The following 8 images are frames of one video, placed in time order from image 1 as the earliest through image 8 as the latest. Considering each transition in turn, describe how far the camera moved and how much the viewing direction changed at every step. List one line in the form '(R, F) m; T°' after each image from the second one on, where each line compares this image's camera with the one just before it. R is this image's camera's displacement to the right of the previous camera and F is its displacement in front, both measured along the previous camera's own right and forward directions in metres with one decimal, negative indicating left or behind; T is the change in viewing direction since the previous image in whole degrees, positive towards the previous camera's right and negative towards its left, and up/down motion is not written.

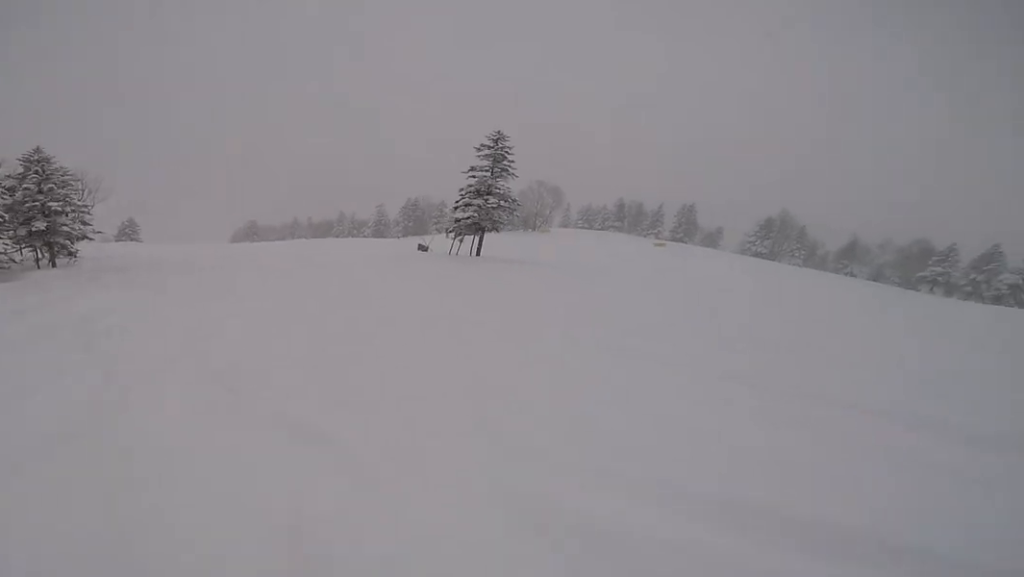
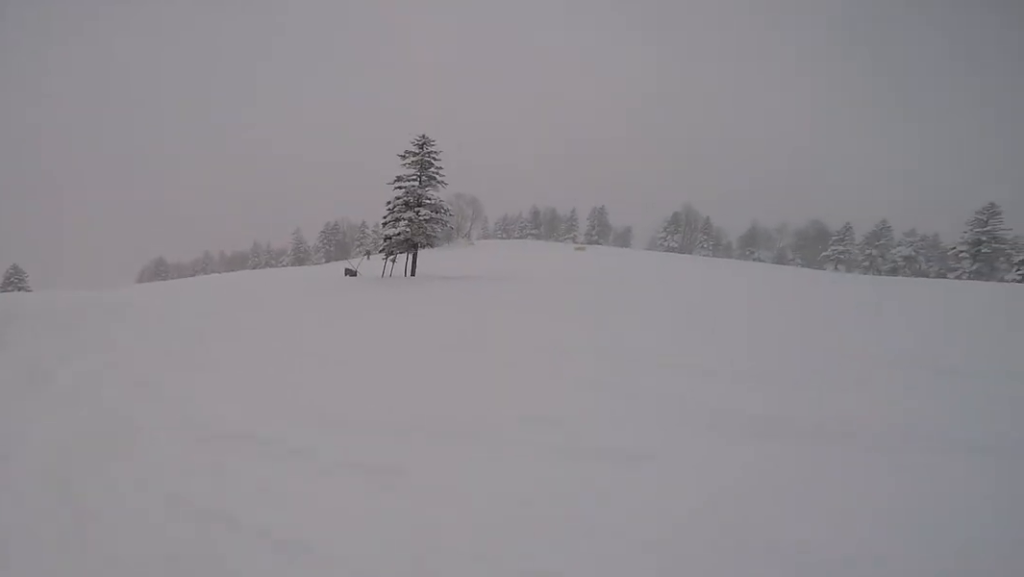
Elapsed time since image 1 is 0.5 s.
(+0.5, +3.4) m; +1°
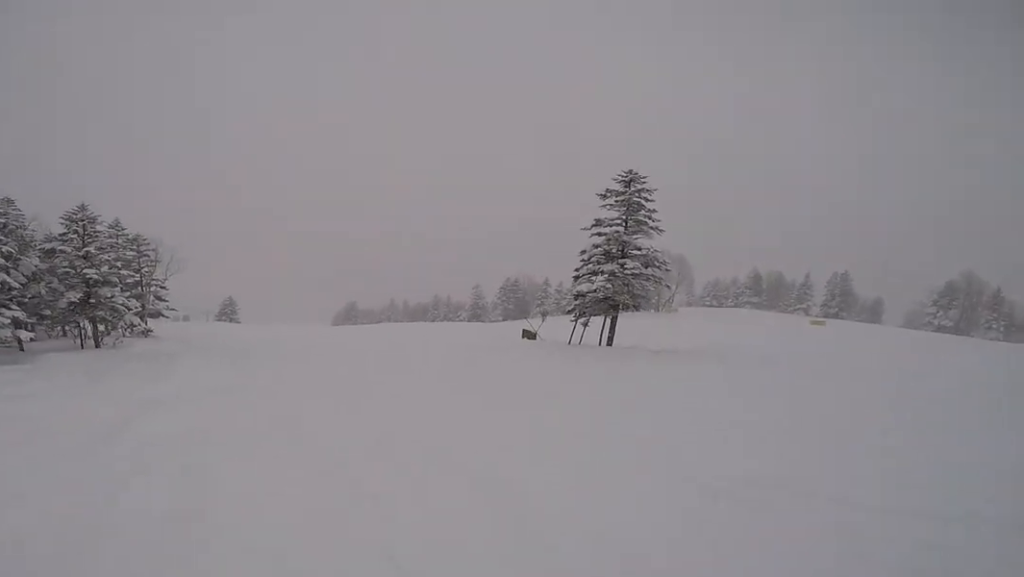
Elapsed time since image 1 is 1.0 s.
(-0.5, +3.8) m; 0°
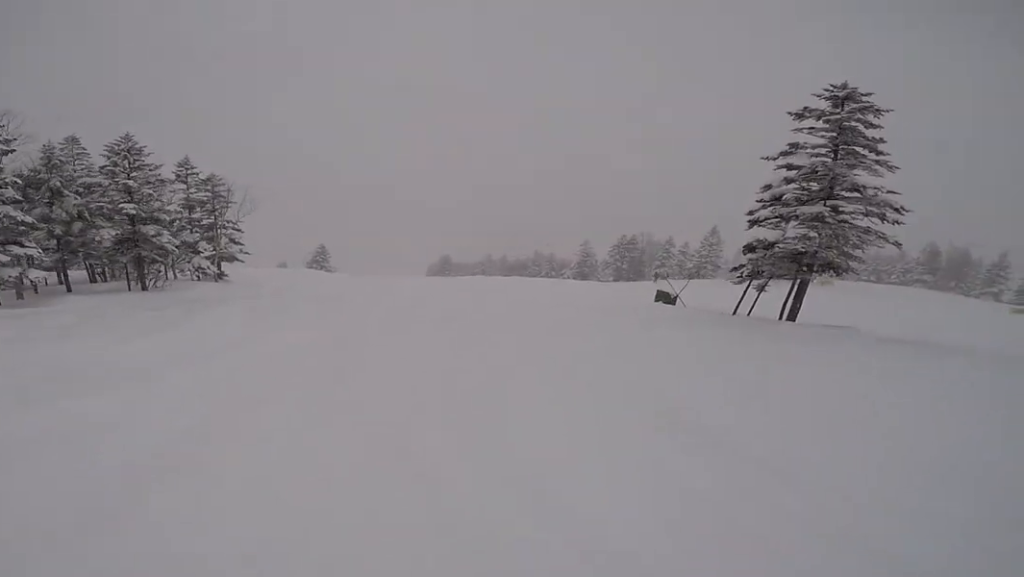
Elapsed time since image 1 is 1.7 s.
(-0.2, +4.9) m; -2°
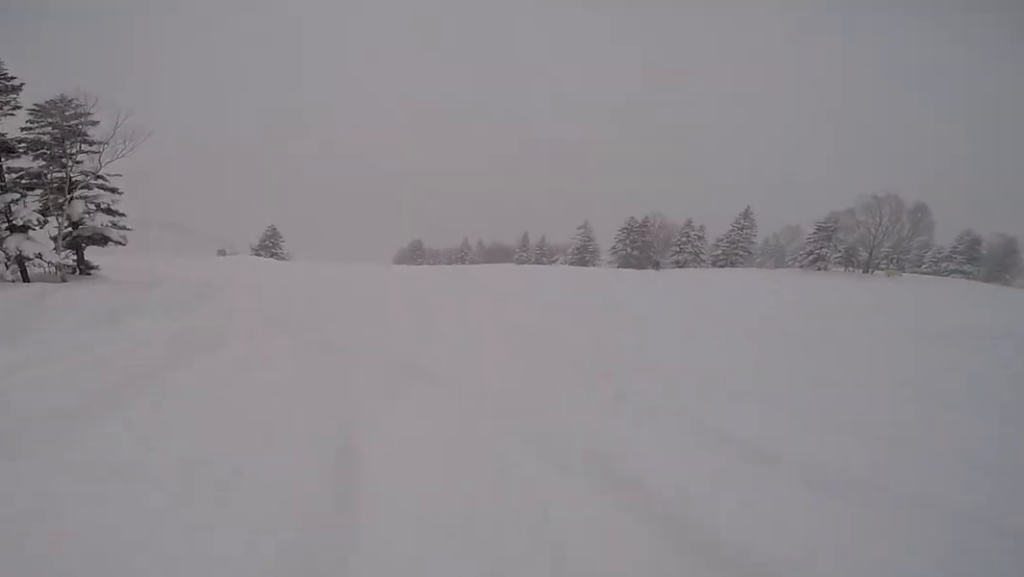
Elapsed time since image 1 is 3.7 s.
(-1.7, +13.9) m; -10°
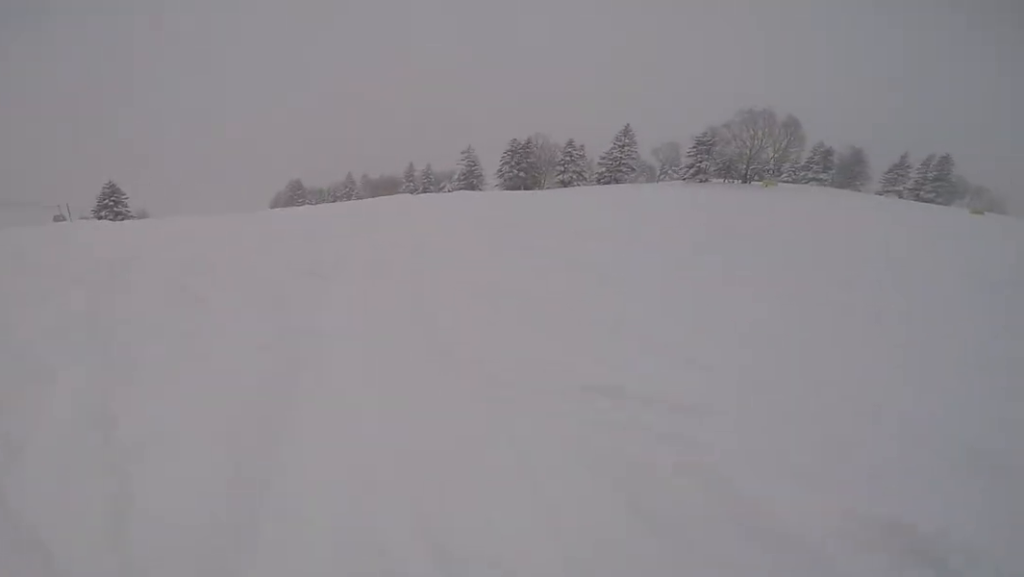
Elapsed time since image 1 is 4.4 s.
(+0.2, +4.7) m; +10°
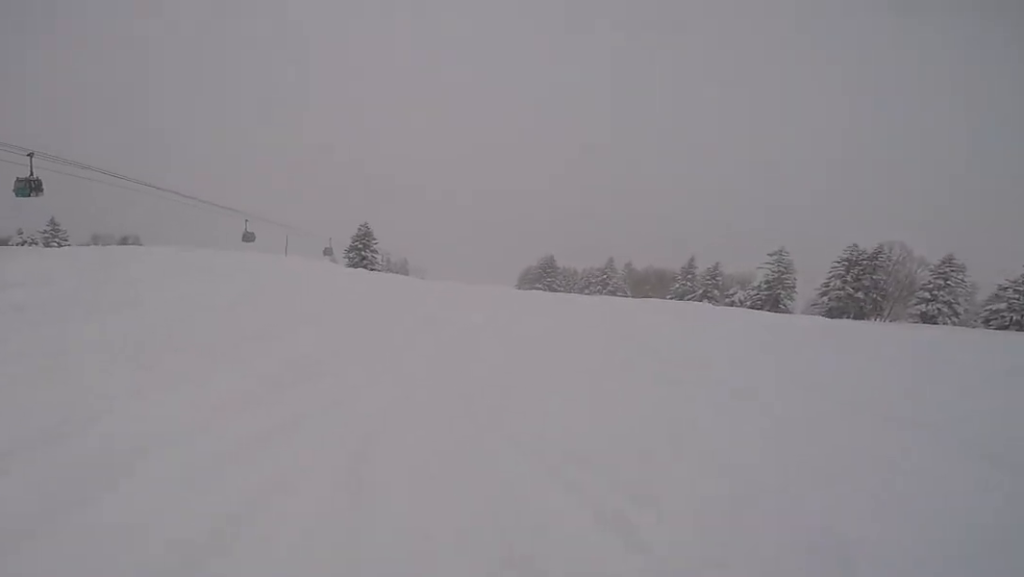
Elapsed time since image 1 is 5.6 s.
(+1.0, +8.2) m; -4°
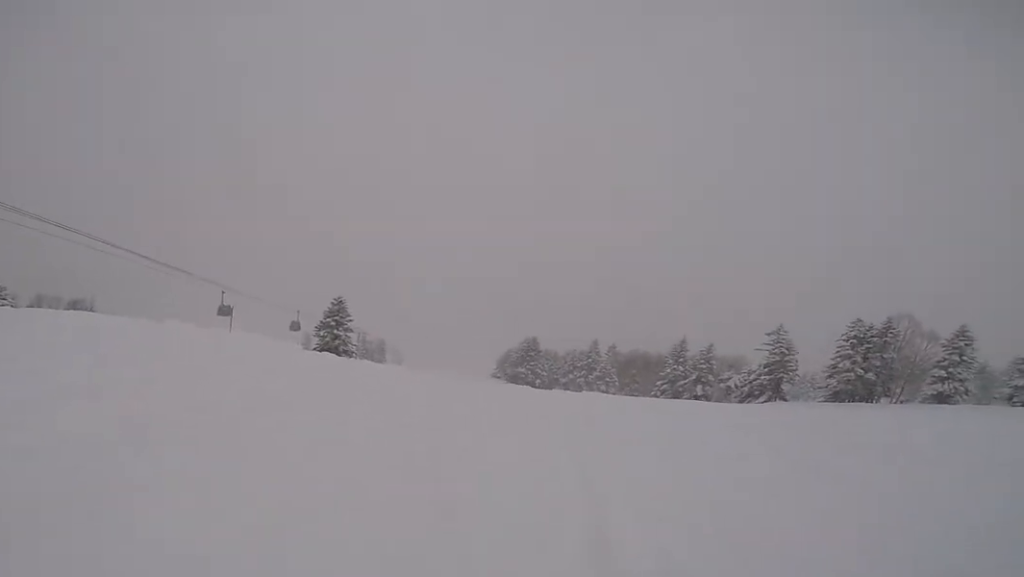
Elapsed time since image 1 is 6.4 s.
(-1.3, +5.5) m; -9°
